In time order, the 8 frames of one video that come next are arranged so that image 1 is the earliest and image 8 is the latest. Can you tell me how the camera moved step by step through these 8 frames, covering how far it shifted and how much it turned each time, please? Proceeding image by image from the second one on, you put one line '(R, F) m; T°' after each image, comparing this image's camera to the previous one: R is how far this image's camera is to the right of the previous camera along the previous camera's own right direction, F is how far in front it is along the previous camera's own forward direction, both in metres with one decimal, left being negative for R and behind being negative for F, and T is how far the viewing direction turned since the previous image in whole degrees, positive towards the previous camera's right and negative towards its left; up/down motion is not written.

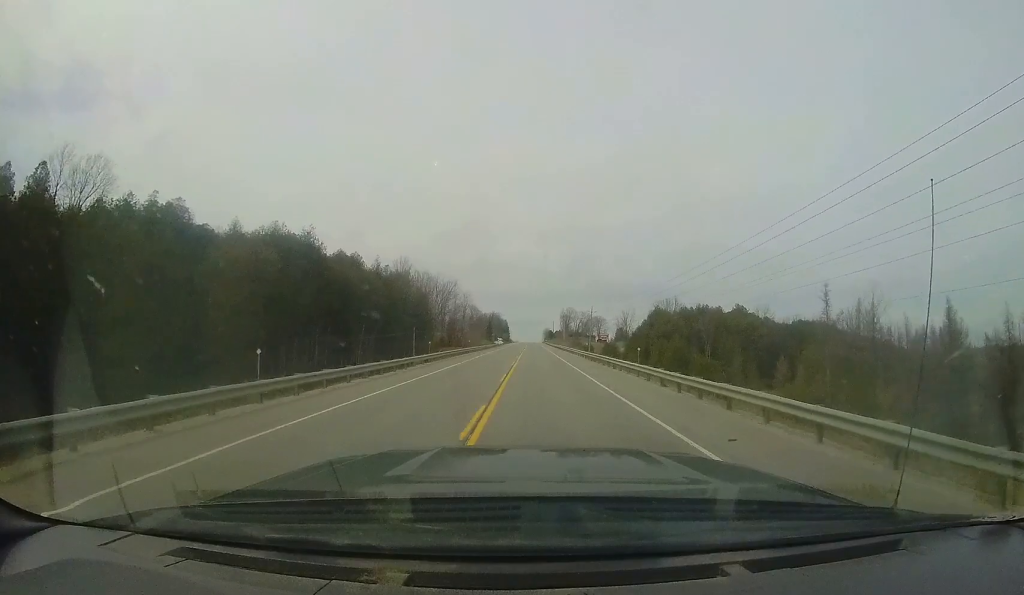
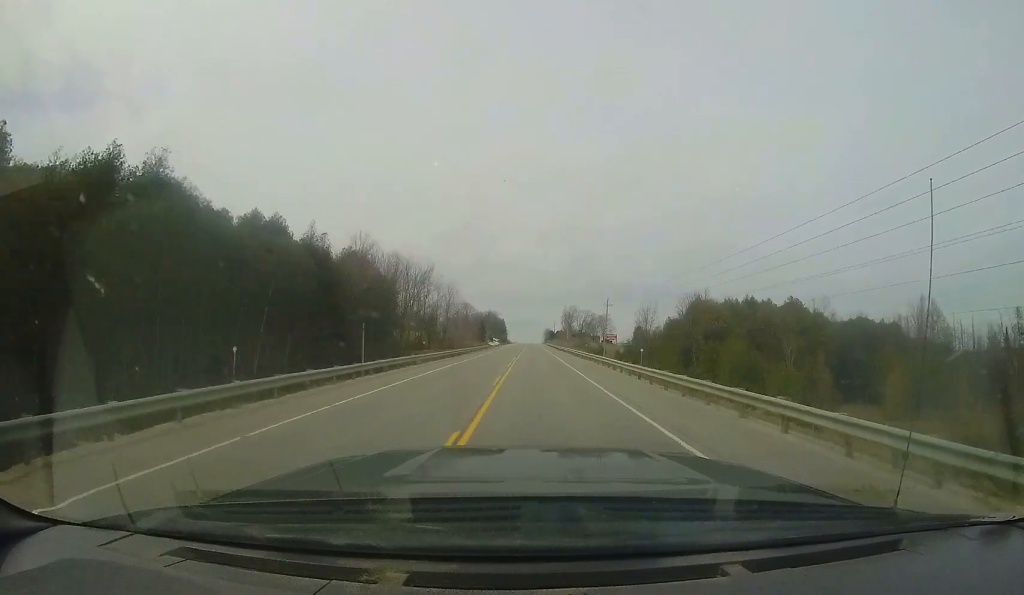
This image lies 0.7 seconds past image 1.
(0.0, +19.8) m; +1°
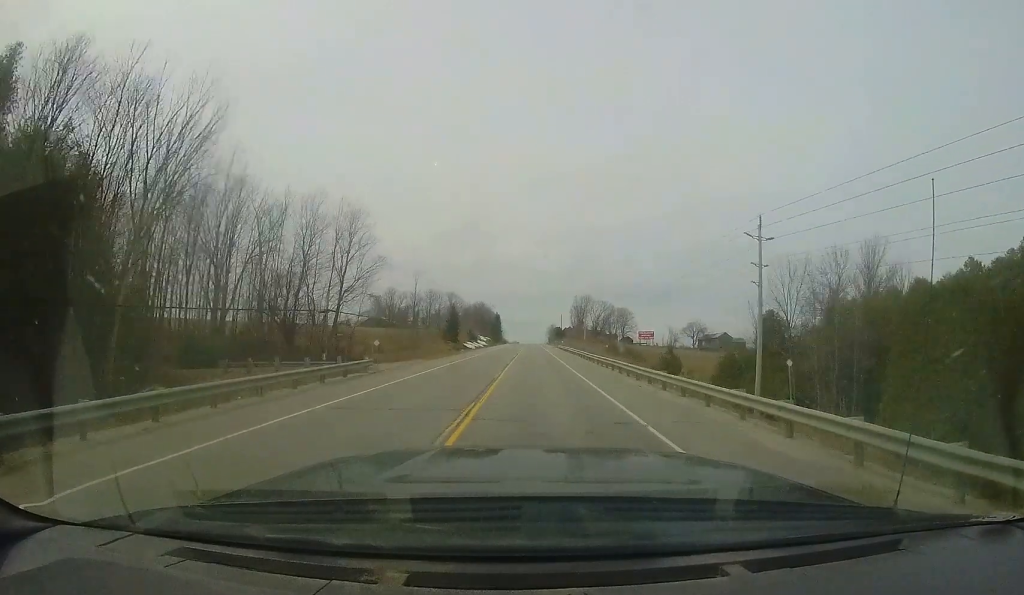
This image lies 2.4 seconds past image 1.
(+0.8, +49.5) m; +1°
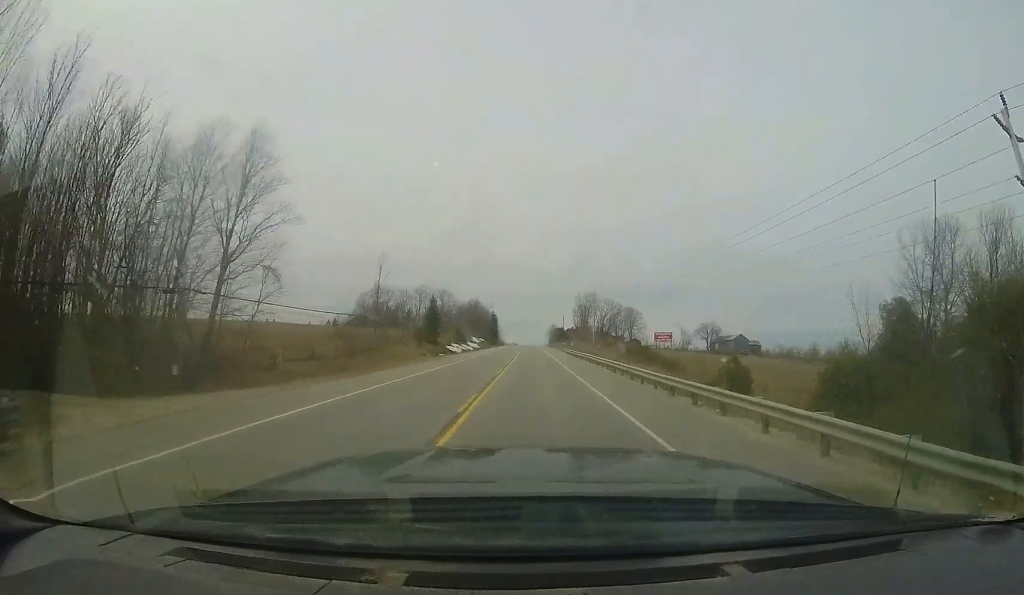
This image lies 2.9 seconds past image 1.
(-0.1, +16.3) m; 0°
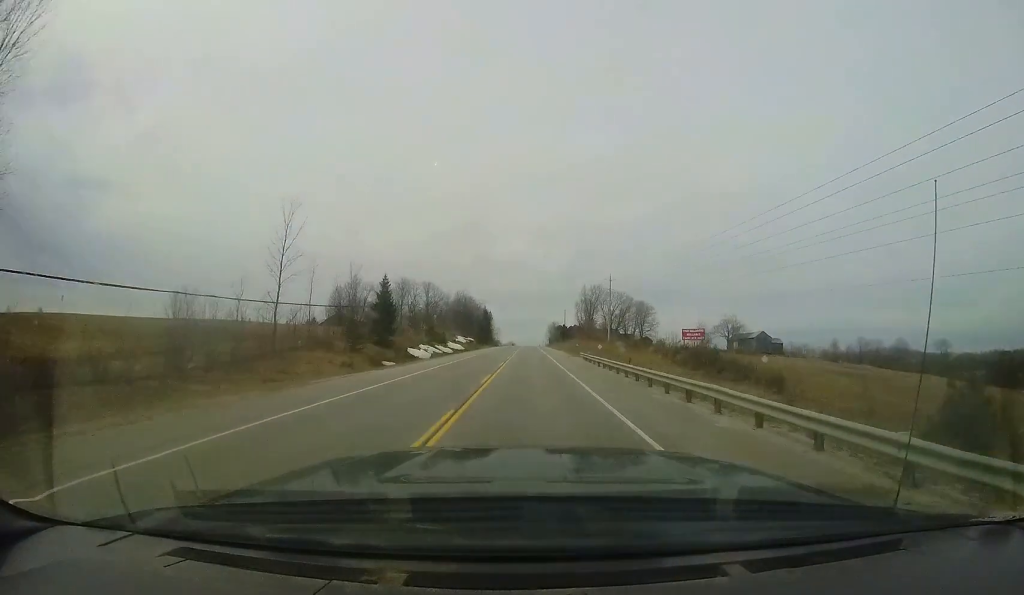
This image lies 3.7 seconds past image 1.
(-0.1, +20.9) m; 0°
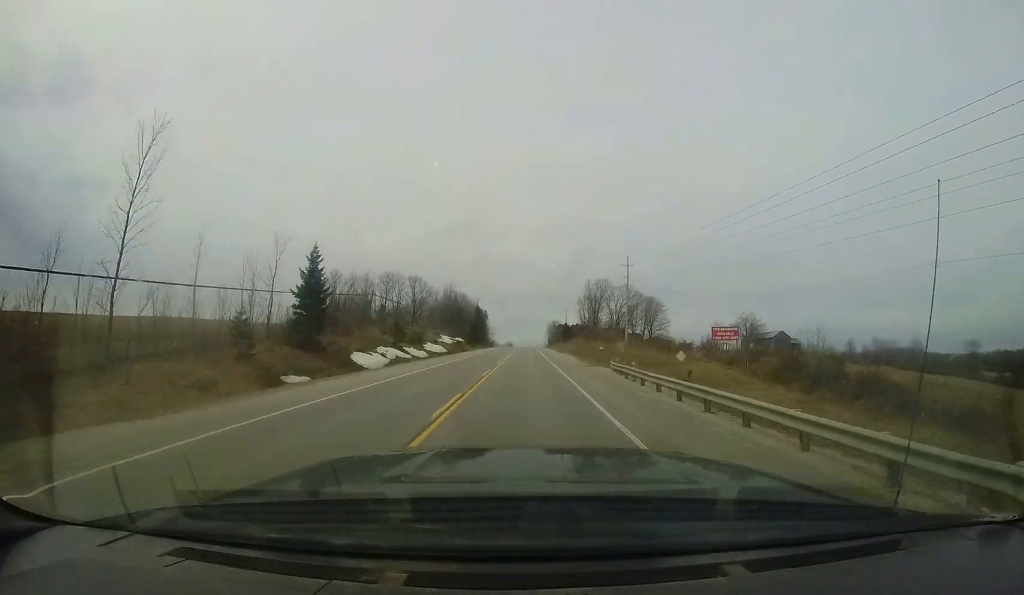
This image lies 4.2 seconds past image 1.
(-0.1, +15.1) m; +1°
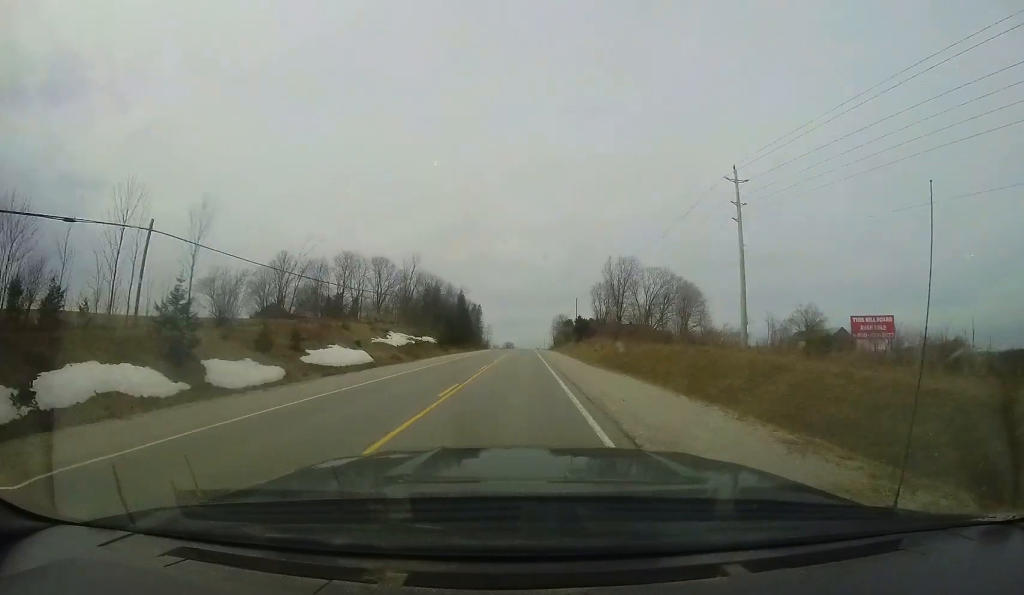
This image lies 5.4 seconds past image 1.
(+0.6, +32.5) m; 0°
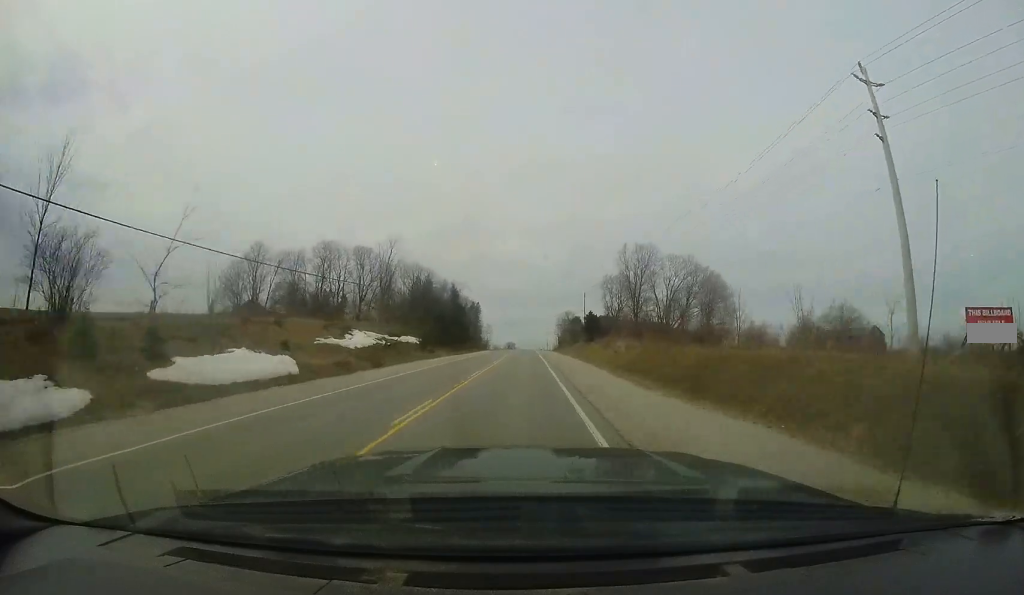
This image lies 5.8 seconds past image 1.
(-0.1, +12.8) m; -1°
